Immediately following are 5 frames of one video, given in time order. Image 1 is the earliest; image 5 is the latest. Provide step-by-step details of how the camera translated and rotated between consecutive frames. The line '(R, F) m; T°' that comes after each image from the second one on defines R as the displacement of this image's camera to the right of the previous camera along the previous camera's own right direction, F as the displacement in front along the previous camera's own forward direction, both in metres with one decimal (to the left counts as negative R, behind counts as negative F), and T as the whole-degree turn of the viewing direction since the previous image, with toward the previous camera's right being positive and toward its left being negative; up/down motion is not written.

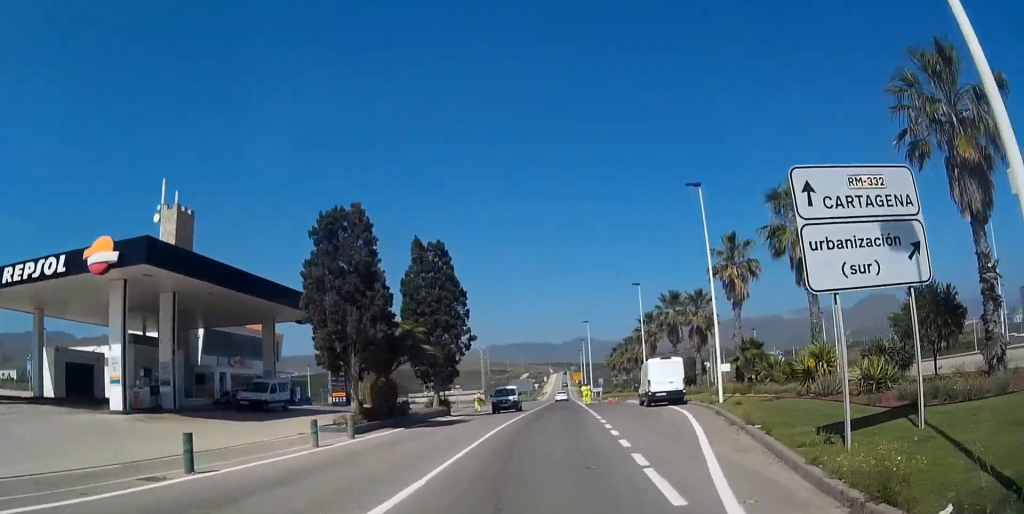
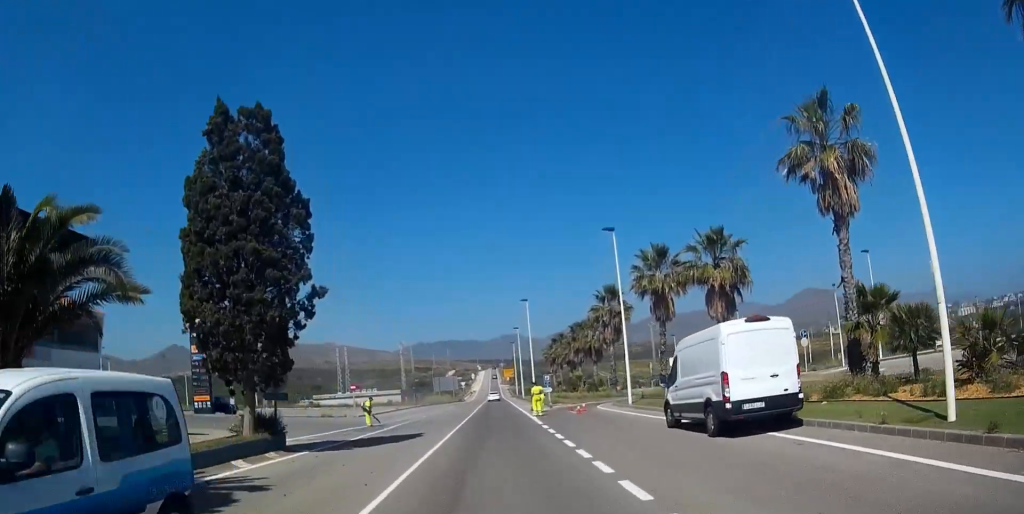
(+2.9, +18.0) m; +13°
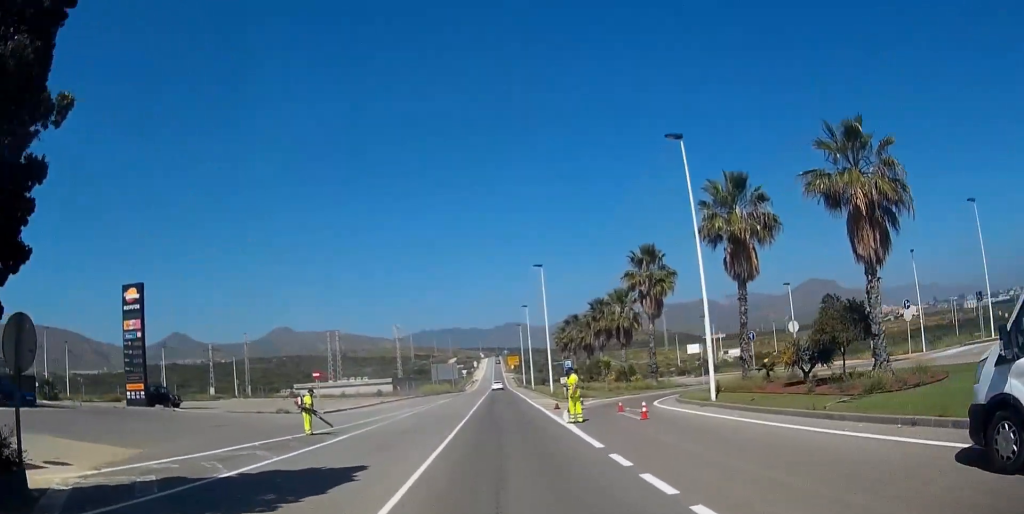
(+0.2, +12.2) m; +1°
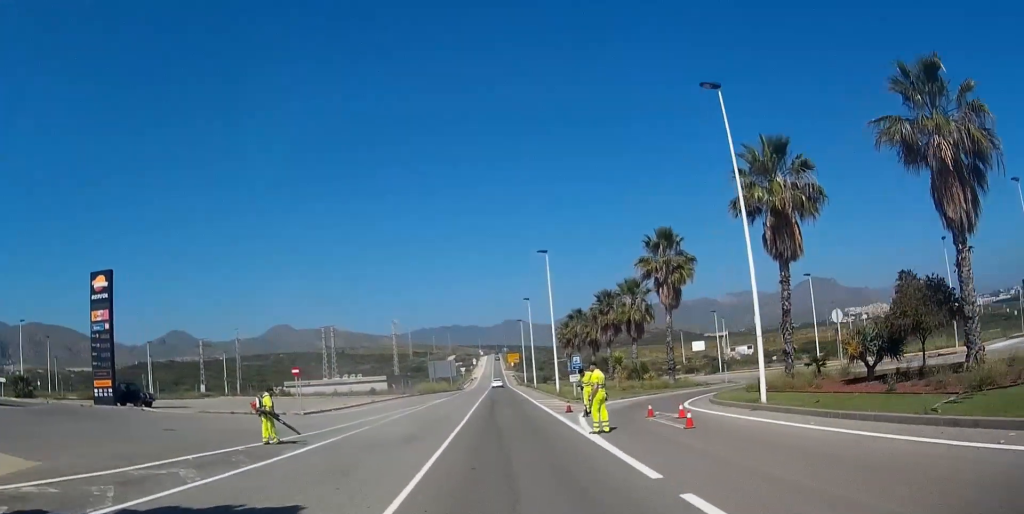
(0.0, +4.4) m; +1°
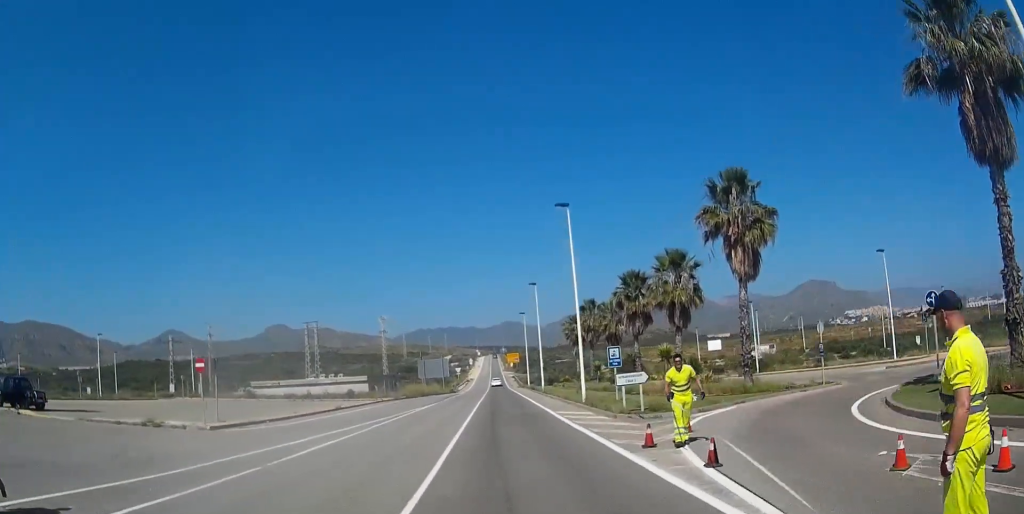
(+0.2, +12.7) m; +1°
